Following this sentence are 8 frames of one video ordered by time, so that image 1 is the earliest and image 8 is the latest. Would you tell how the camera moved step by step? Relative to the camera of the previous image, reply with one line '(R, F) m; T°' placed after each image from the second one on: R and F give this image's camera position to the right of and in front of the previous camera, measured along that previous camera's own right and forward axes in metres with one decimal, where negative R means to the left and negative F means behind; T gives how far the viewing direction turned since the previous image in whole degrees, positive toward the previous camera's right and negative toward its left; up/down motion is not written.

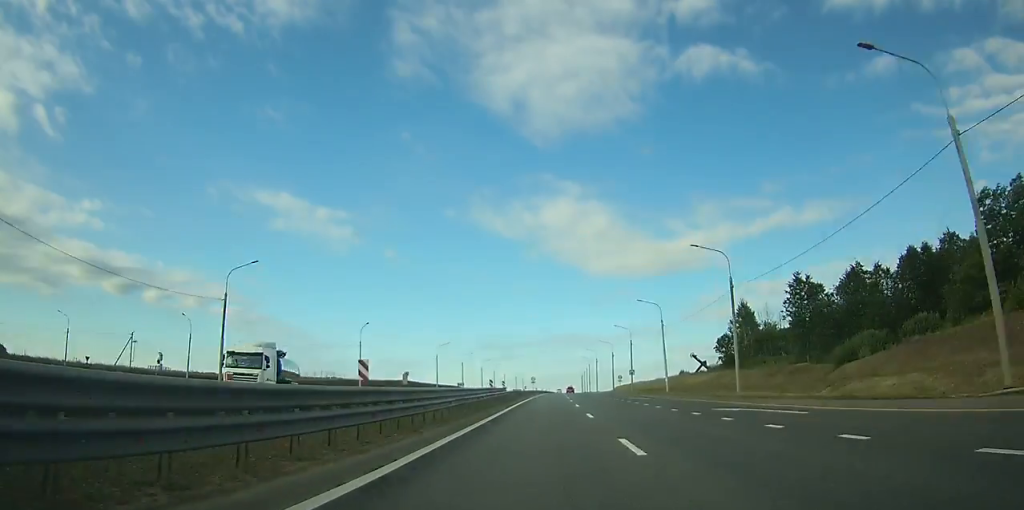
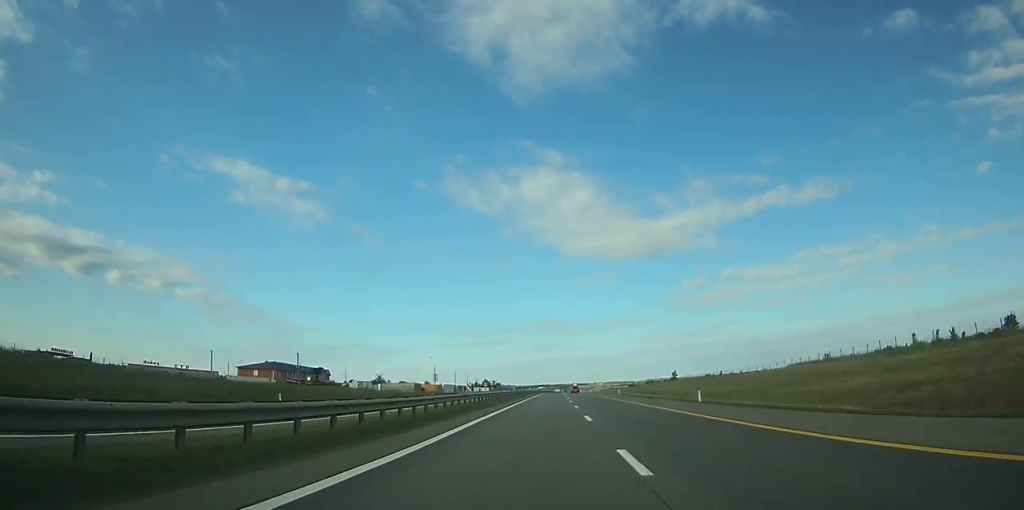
(+6.3, +297.8) m; +3°
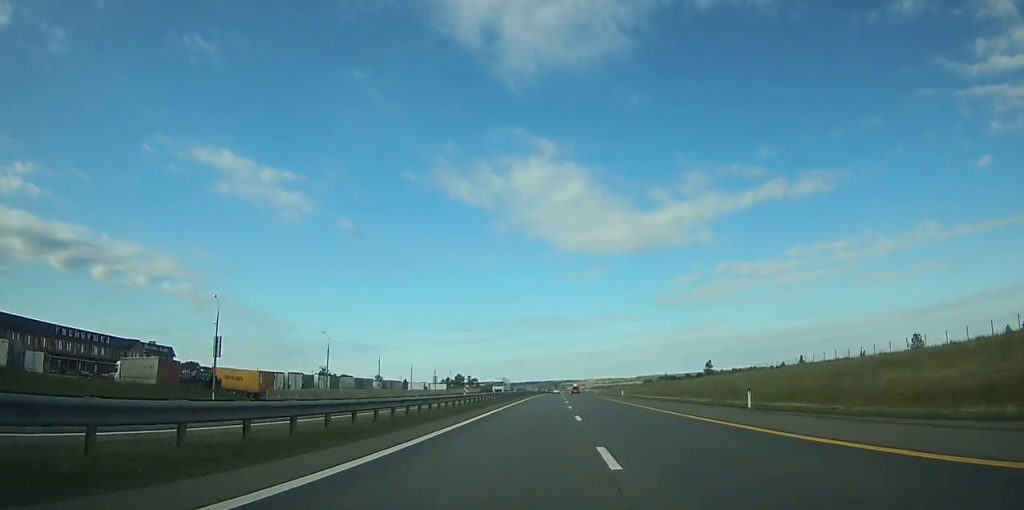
(+0.8, +107.4) m; +1°
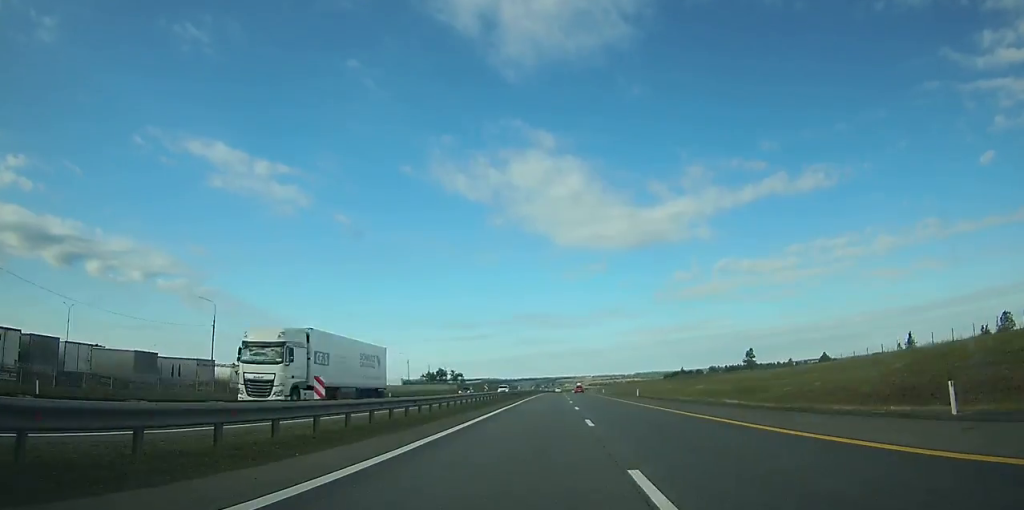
(+0.1, +65.5) m; 0°
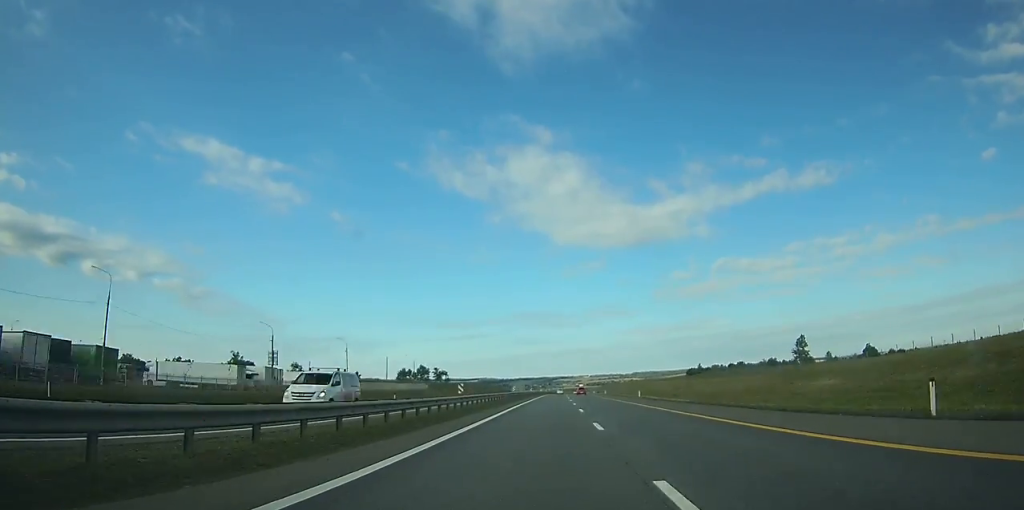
(+0.2, +52.2) m; 0°
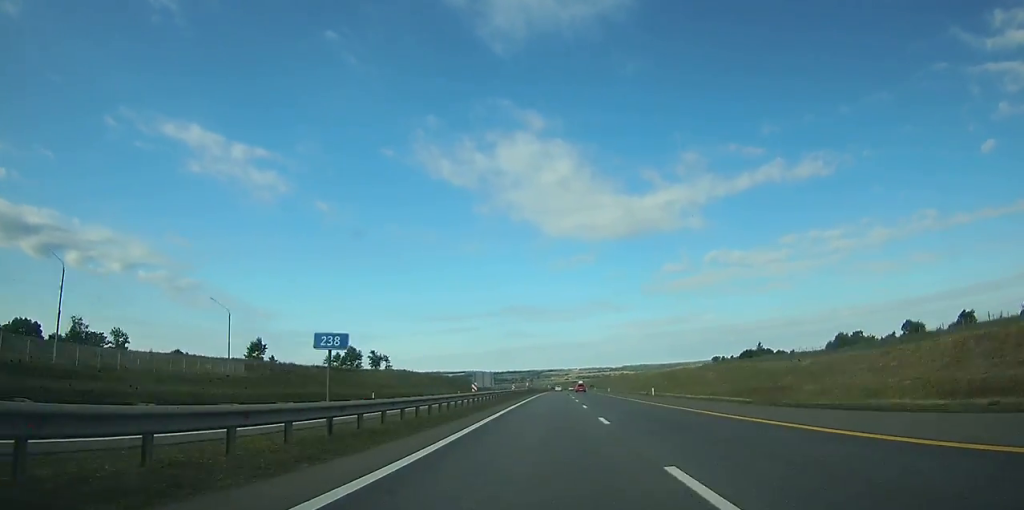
(+0.8, +109.7) m; +1°
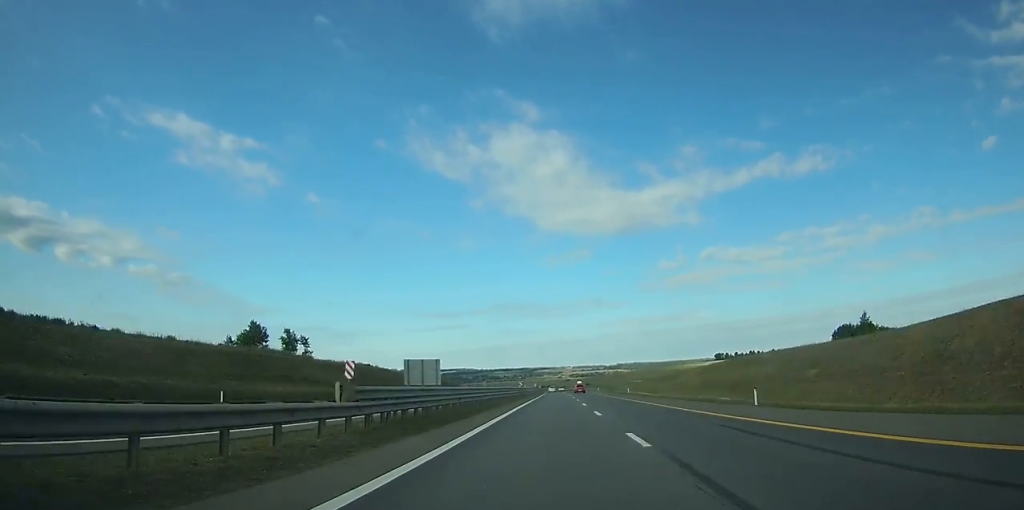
(+0.4, +76.1) m; 0°
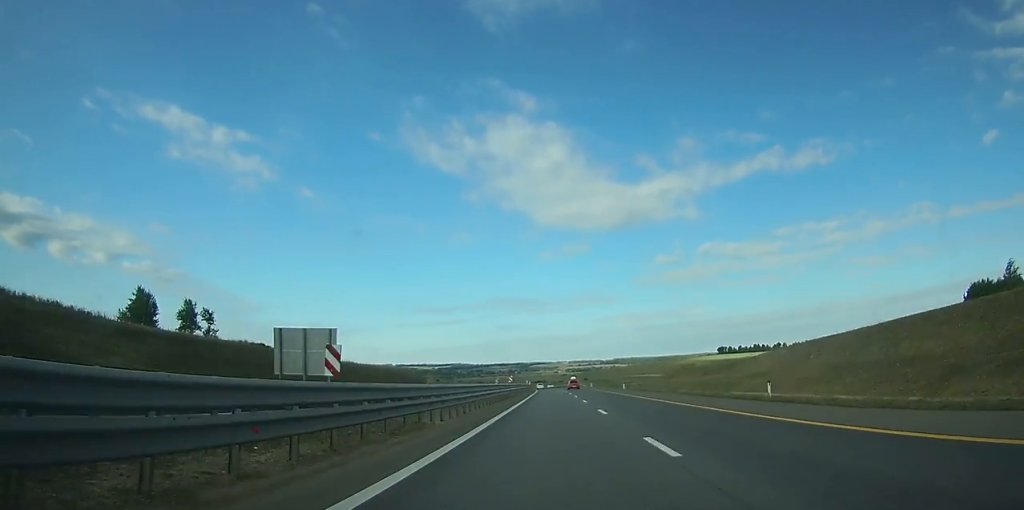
(+0.4, +50.8) m; 0°
